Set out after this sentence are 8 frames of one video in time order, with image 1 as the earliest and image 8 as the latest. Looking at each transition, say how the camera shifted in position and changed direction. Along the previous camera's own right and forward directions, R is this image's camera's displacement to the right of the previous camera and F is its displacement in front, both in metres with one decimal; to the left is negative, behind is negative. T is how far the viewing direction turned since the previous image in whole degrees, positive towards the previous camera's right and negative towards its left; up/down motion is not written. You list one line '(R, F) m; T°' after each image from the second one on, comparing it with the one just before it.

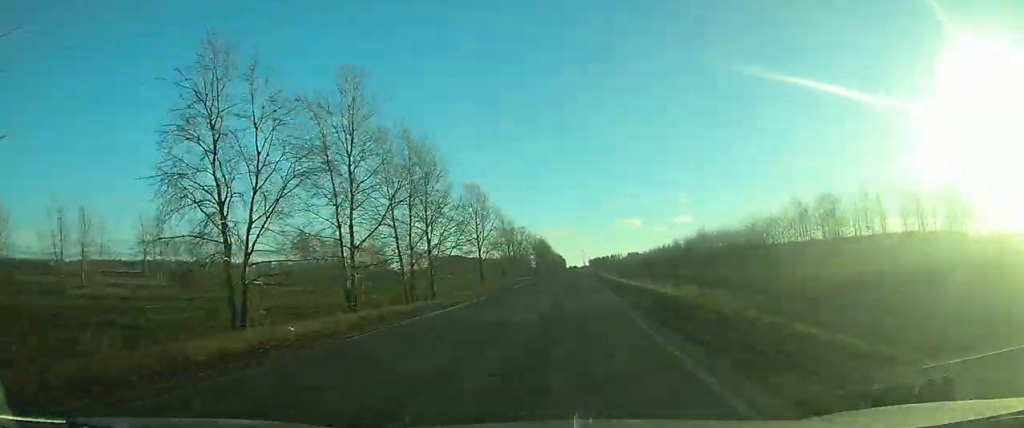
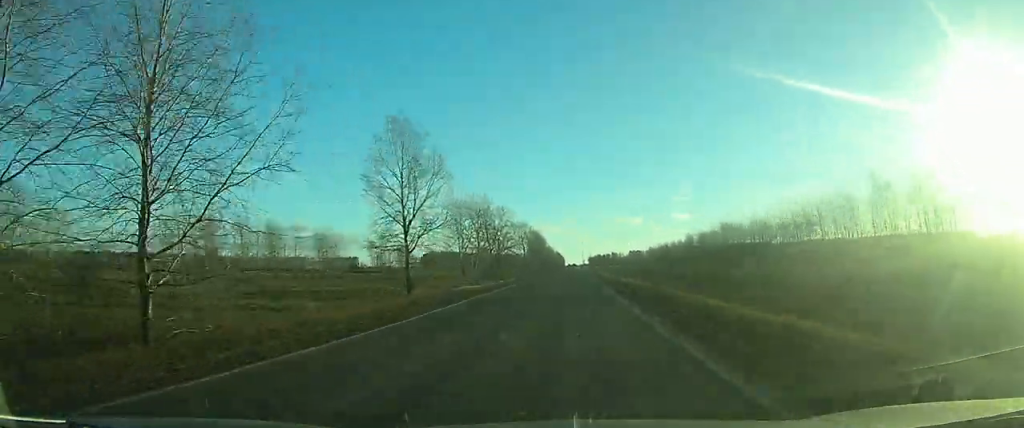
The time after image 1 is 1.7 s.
(0.0, +40.2) m; 0°
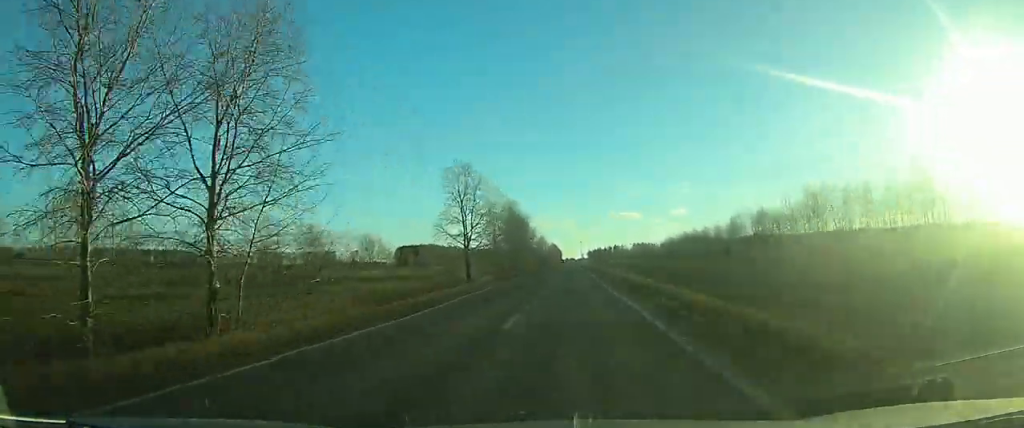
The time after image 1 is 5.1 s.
(-0.5, +81.1) m; -1°
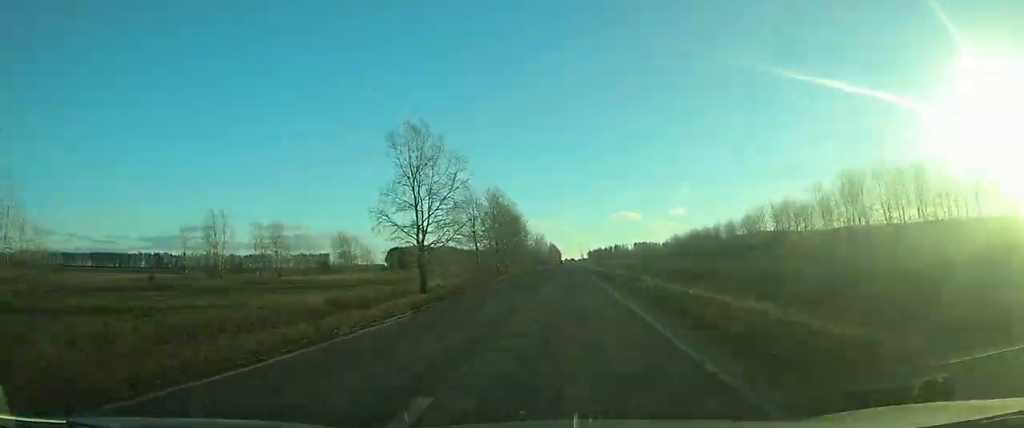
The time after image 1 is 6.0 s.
(0.0, +19.4) m; 0°
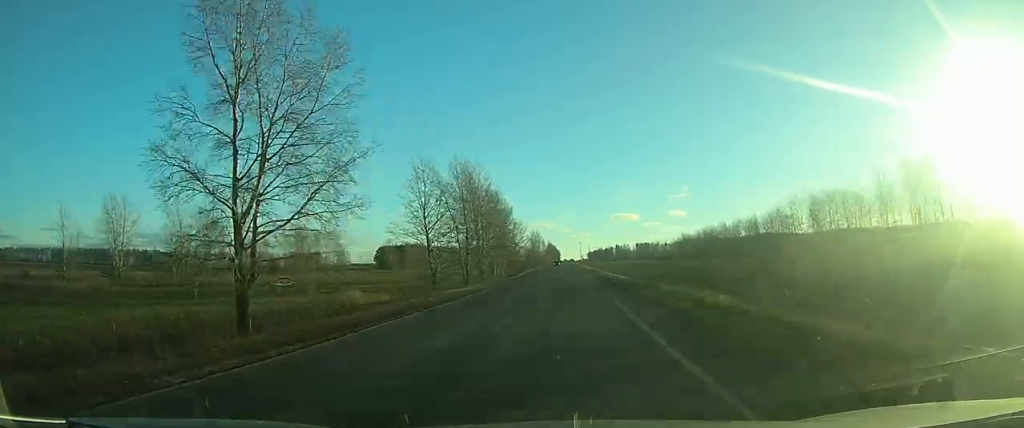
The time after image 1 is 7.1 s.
(0.0, +25.3) m; 0°
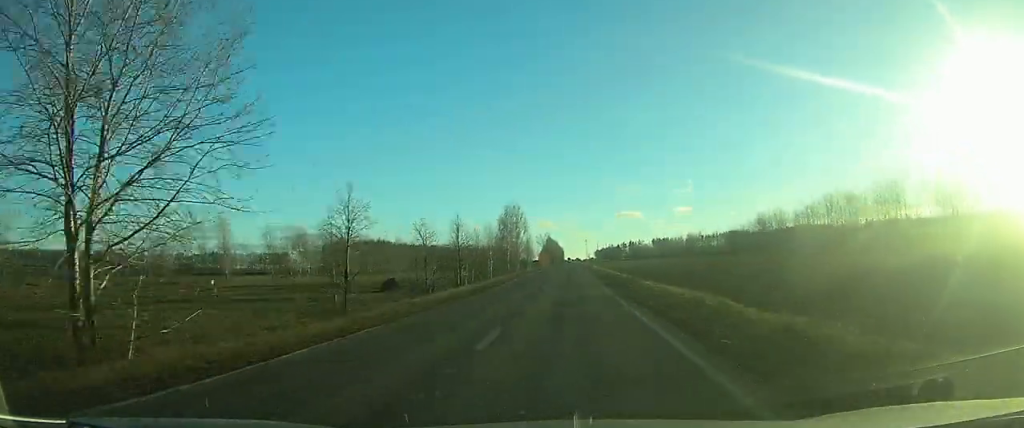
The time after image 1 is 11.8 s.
(-0.2, +108.9) m; 0°
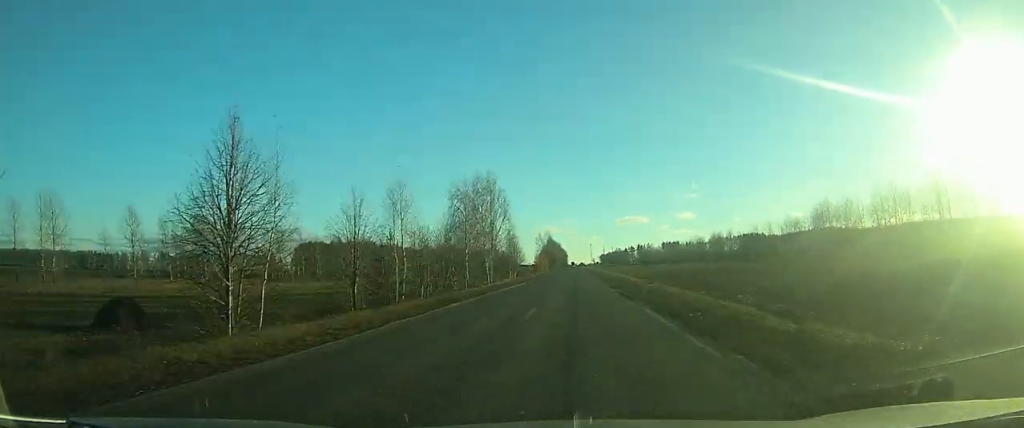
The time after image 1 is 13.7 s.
(-0.1, +43.3) m; 0°
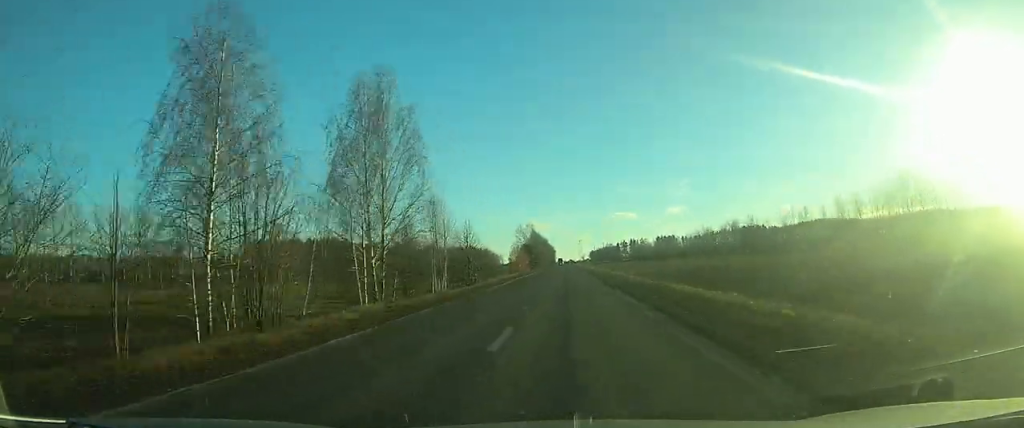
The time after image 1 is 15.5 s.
(0.0, +40.0) m; 0°
